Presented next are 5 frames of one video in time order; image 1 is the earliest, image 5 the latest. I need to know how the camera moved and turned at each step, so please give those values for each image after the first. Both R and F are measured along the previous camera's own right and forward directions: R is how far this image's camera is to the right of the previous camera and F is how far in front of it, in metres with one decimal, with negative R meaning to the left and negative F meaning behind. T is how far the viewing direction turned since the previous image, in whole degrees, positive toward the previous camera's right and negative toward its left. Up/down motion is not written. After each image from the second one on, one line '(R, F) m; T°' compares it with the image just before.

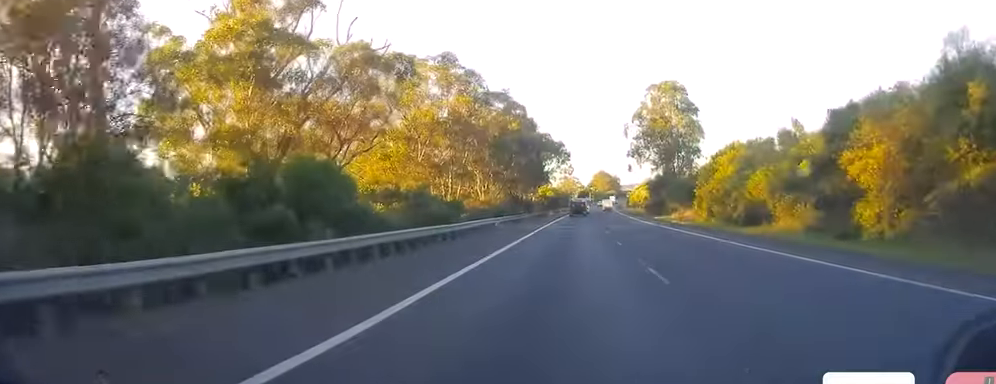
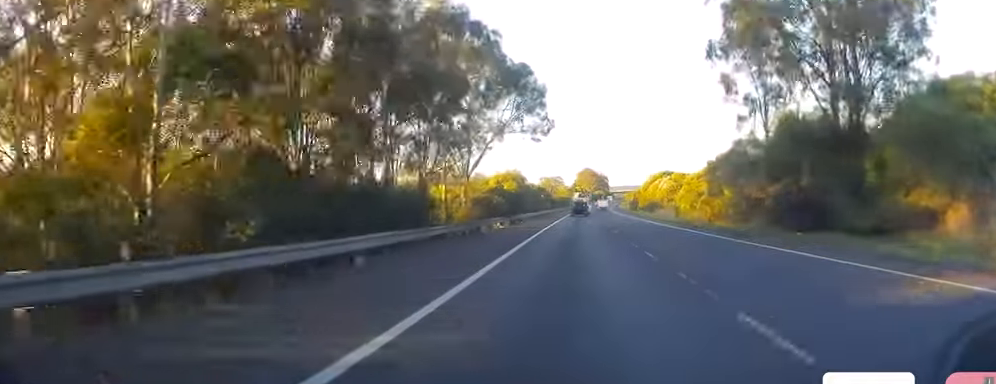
(+0.6, +66.8) m; +2°
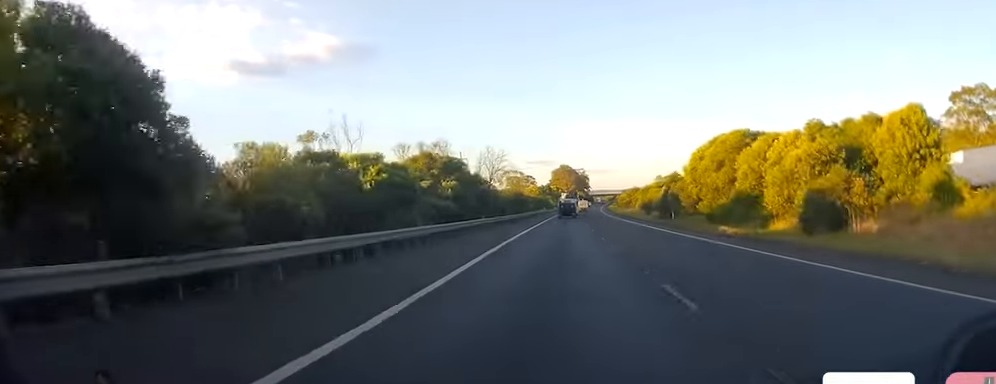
(+2.0, +80.3) m; 0°
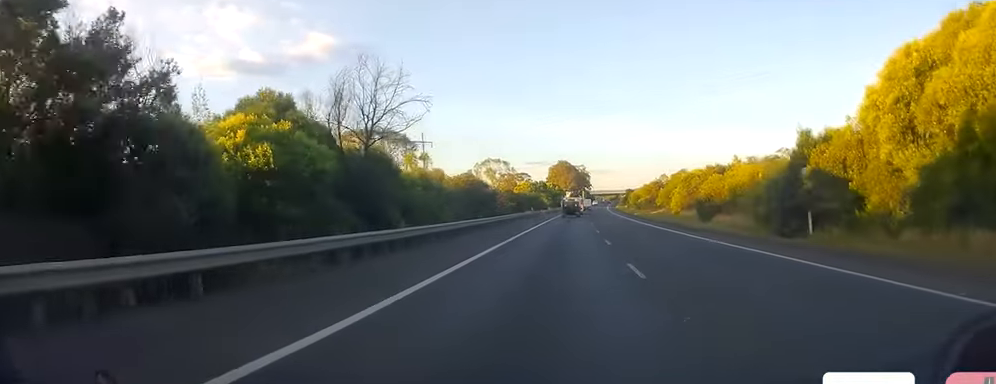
(+0.9, +43.0) m; +2°
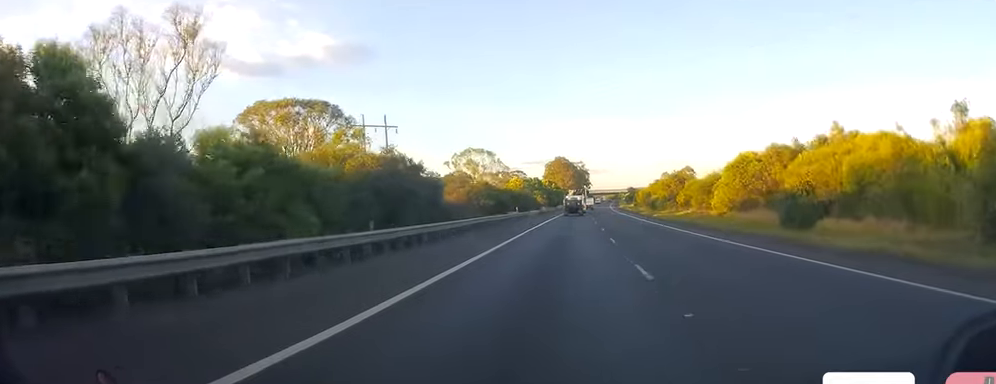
(+0.2, +24.4) m; 0°
